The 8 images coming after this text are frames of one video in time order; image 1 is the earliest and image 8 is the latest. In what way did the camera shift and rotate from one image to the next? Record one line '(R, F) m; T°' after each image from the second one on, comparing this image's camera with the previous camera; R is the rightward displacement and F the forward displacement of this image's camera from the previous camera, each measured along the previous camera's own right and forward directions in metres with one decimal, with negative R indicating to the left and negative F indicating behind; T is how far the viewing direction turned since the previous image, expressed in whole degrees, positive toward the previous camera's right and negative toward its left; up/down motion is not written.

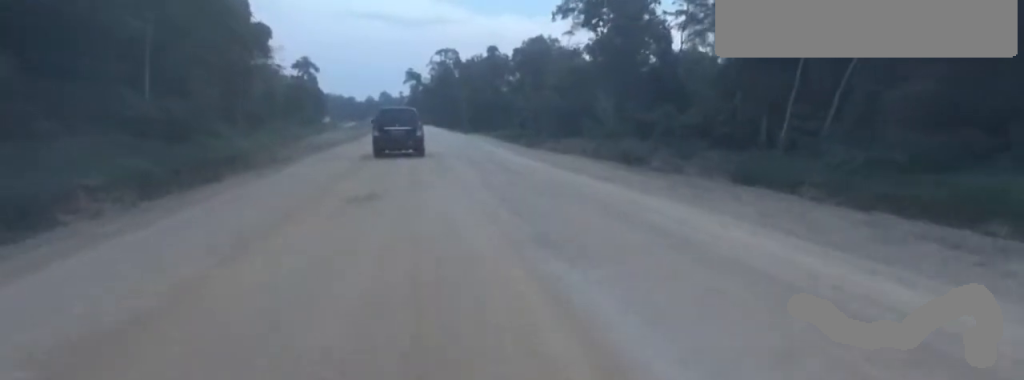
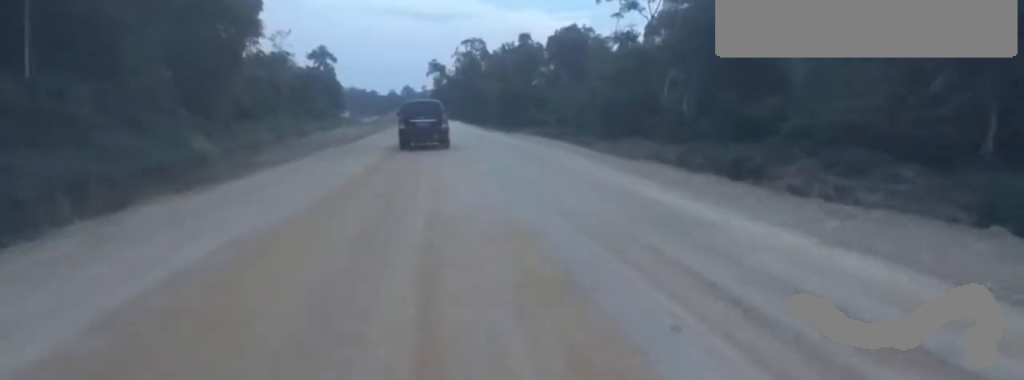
(-1.8, +14.2) m; -7°
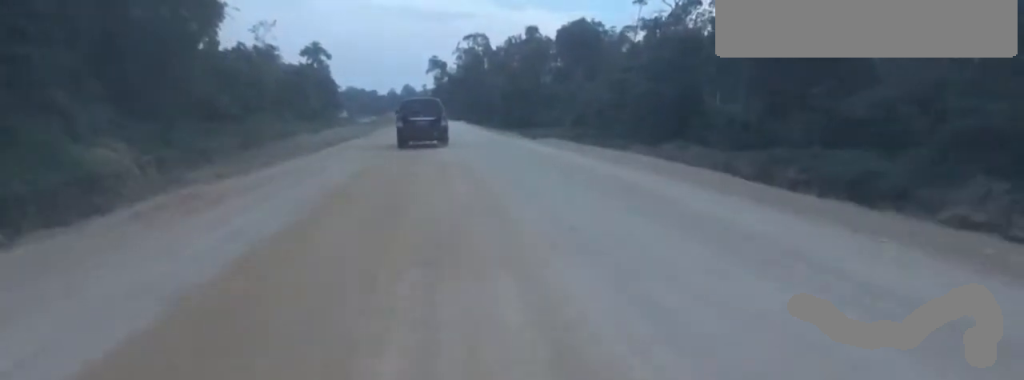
(+1.6, +10.6) m; 0°
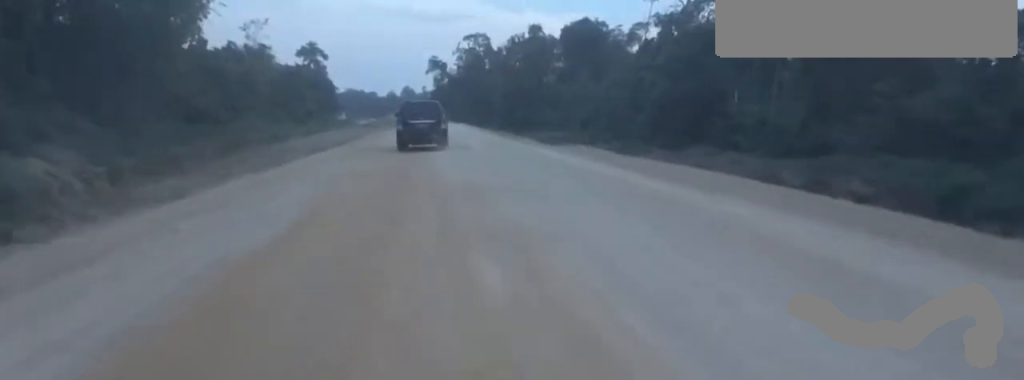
(-1.1, +4.8) m; -4°
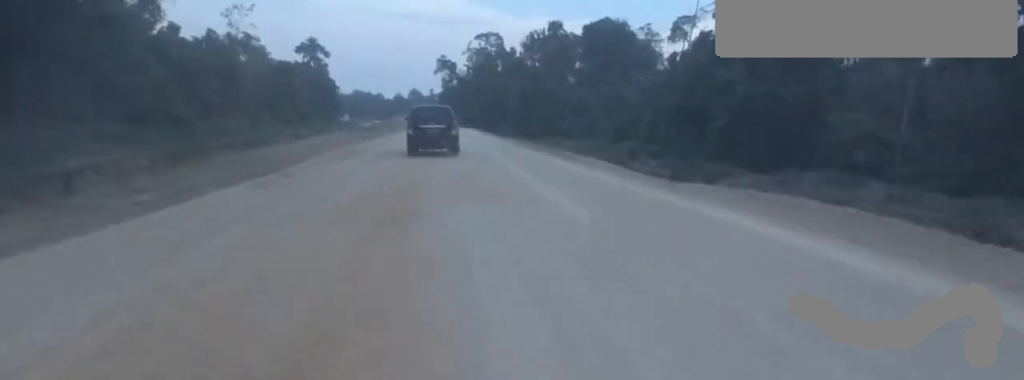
(-0.4, +13.0) m; +4°
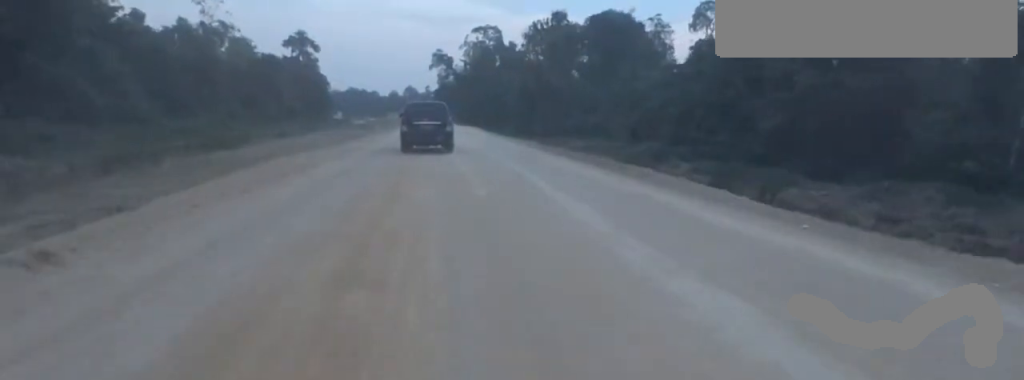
(+0.4, +7.4) m; +3°
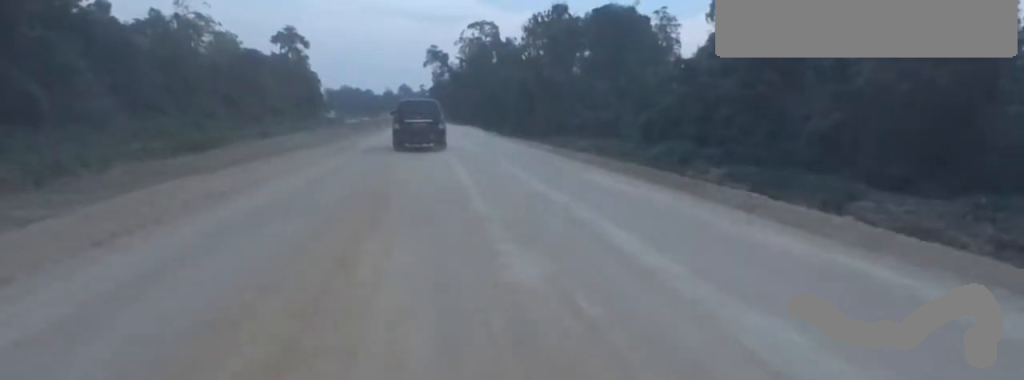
(+0.1, +5.6) m; +1°
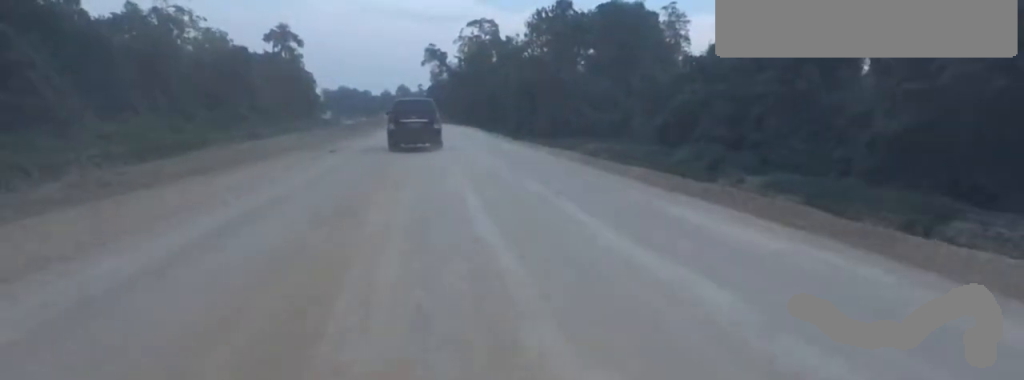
(0.0, +4.7) m; 0°
